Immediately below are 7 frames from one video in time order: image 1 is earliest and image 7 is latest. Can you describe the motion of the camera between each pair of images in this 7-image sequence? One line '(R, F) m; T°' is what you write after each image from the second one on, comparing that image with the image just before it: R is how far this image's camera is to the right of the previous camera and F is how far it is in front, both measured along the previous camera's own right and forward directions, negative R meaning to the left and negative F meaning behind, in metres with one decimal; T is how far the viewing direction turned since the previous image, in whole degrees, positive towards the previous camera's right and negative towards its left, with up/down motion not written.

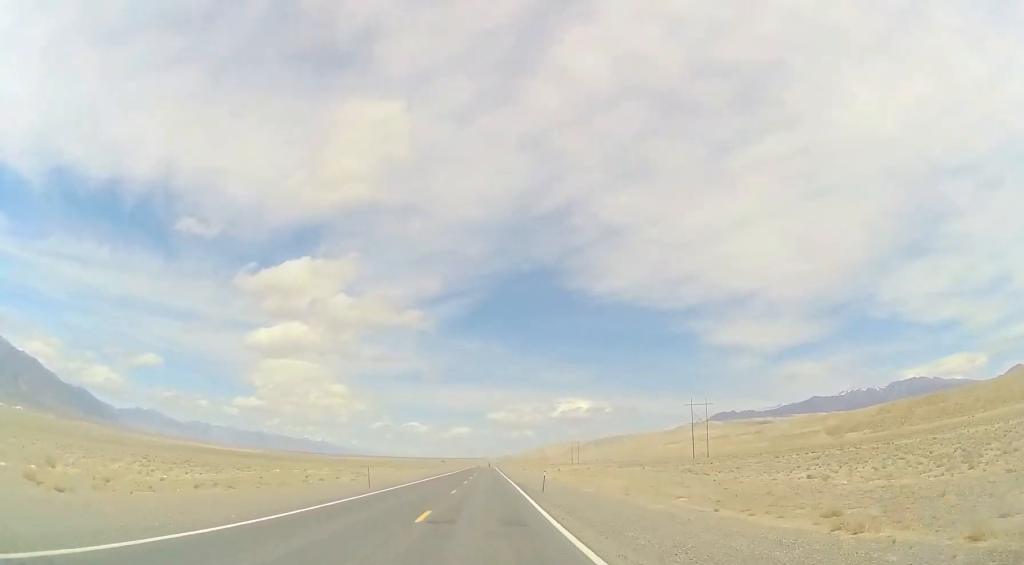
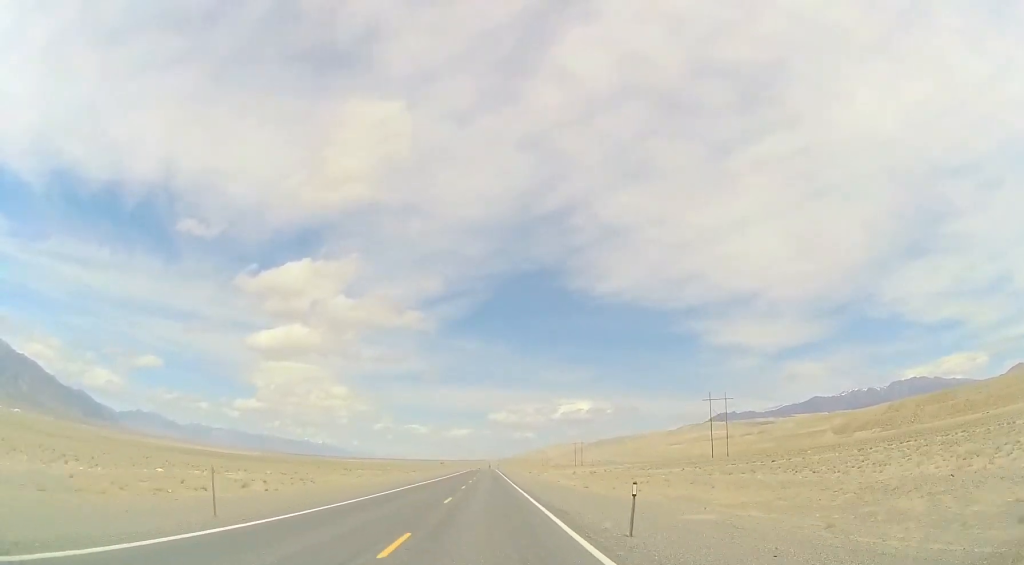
(-0.1, +19.2) m; 0°
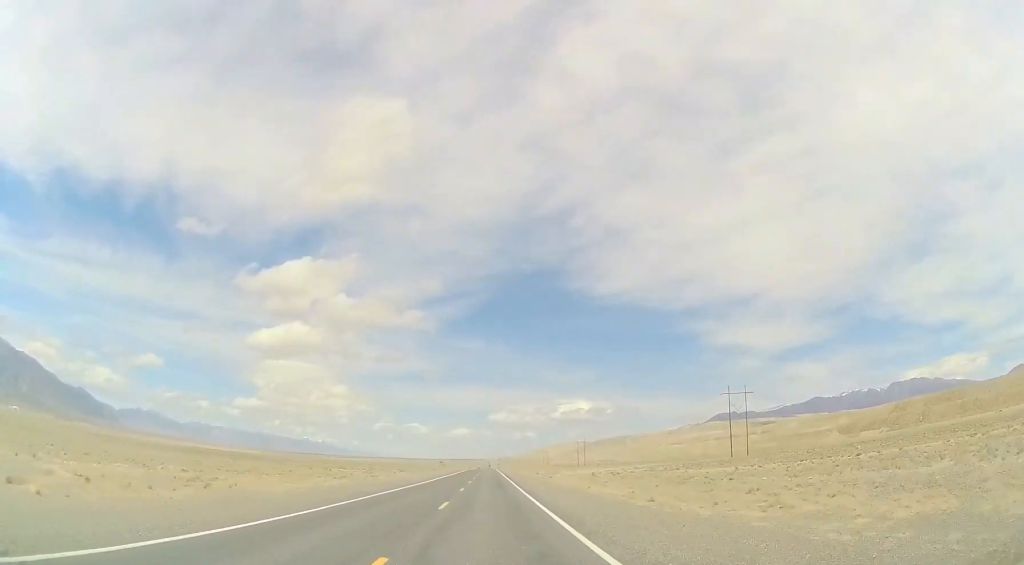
(0.0, +17.0) m; 0°
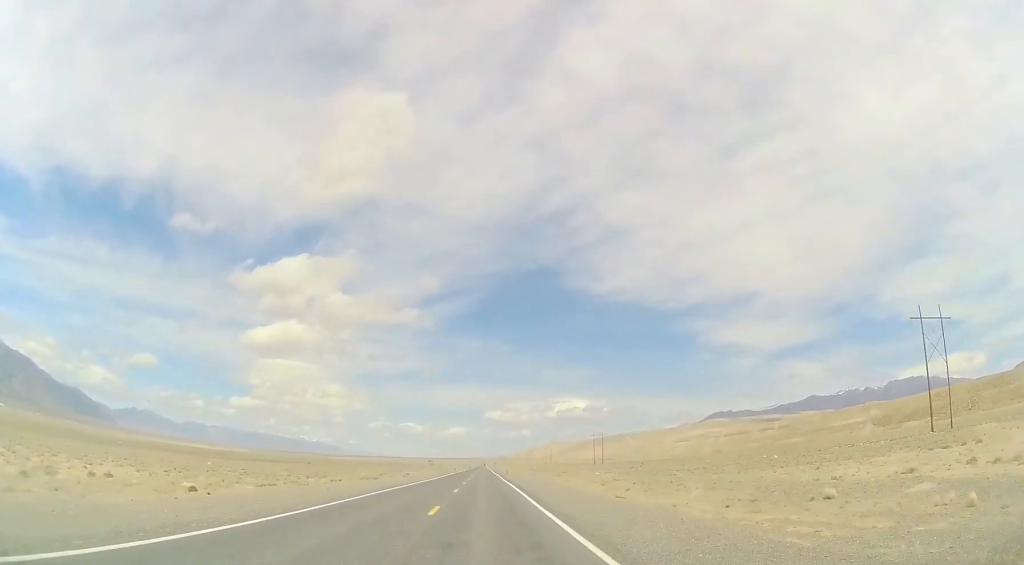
(+0.7, +98.1) m; +1°
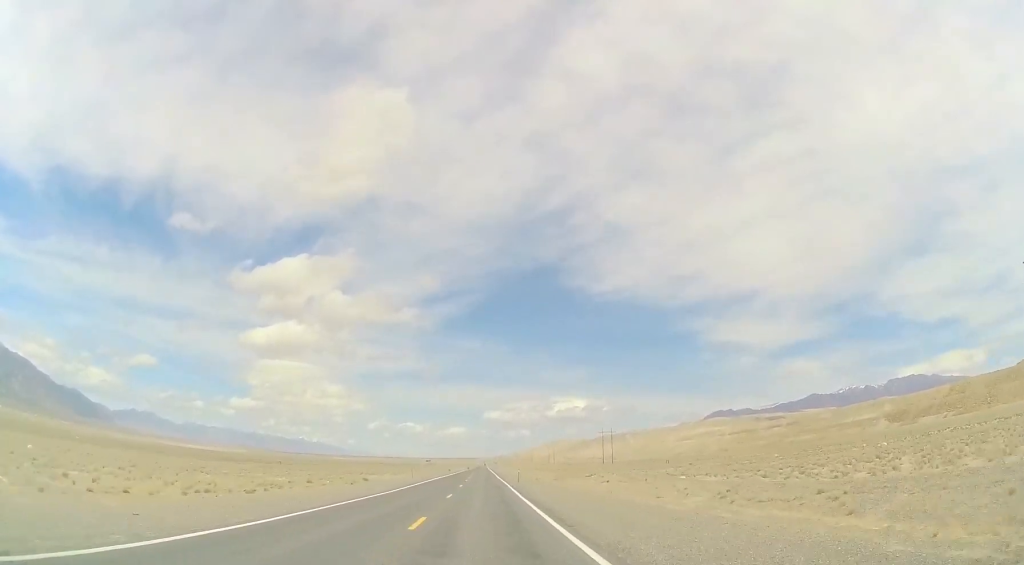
(+0.1, +30.7) m; 0°
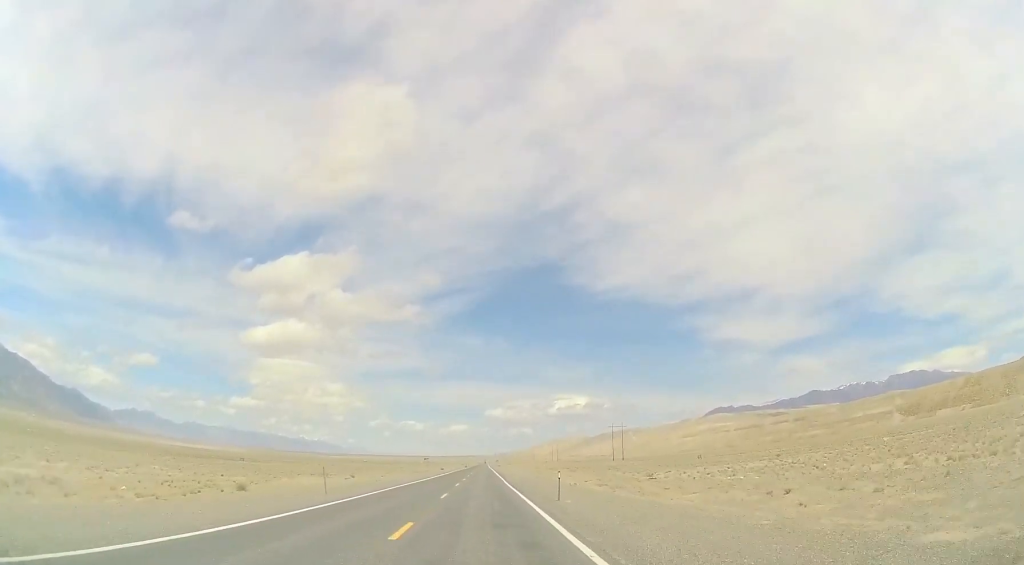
(0.0, +29.4) m; 0°
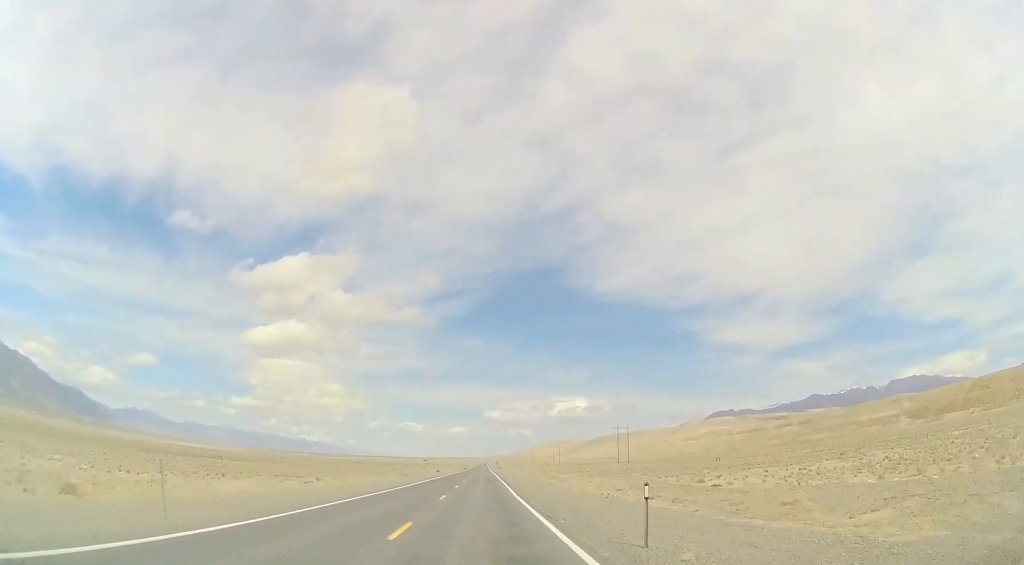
(0.0, +13.1) m; 0°
